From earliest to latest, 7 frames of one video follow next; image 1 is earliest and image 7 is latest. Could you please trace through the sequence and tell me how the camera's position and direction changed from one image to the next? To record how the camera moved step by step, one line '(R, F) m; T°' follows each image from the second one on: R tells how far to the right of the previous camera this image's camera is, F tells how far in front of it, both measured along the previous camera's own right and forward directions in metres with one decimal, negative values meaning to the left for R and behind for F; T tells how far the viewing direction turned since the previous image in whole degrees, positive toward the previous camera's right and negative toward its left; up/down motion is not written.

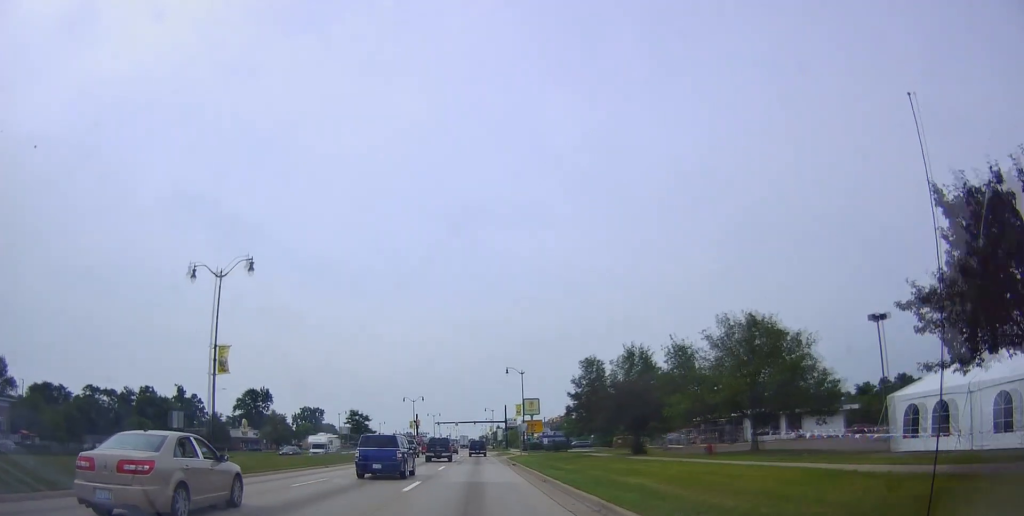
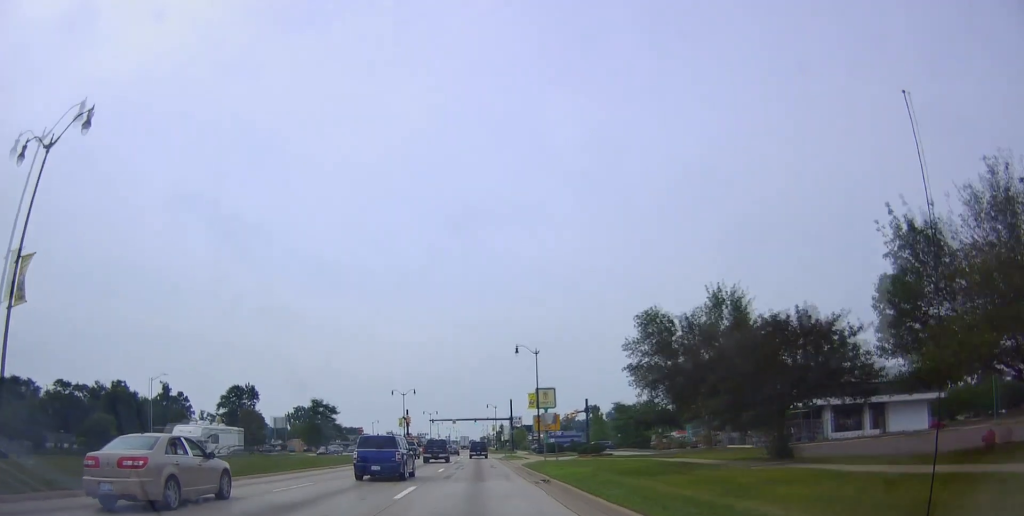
(+0.3, +17.1) m; 0°
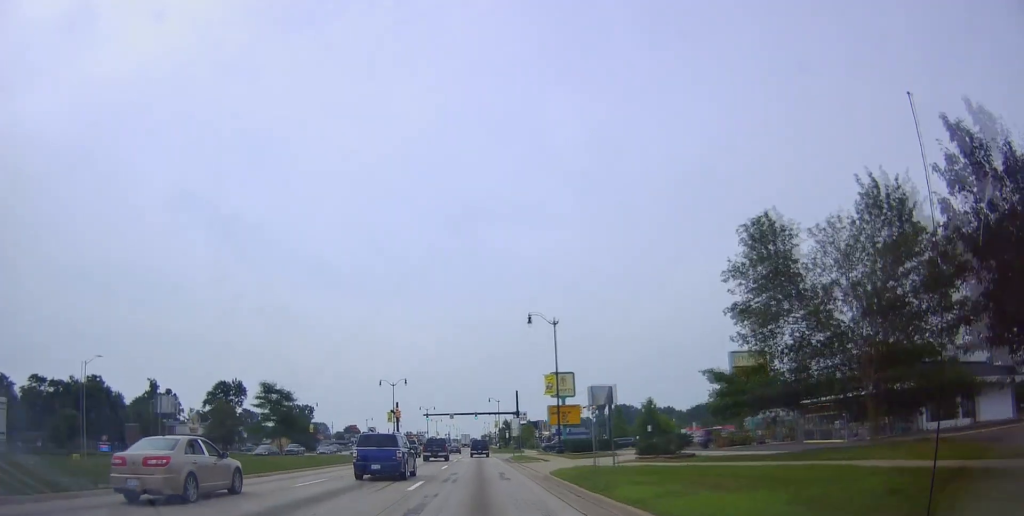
(-0.1, +13.3) m; -1°
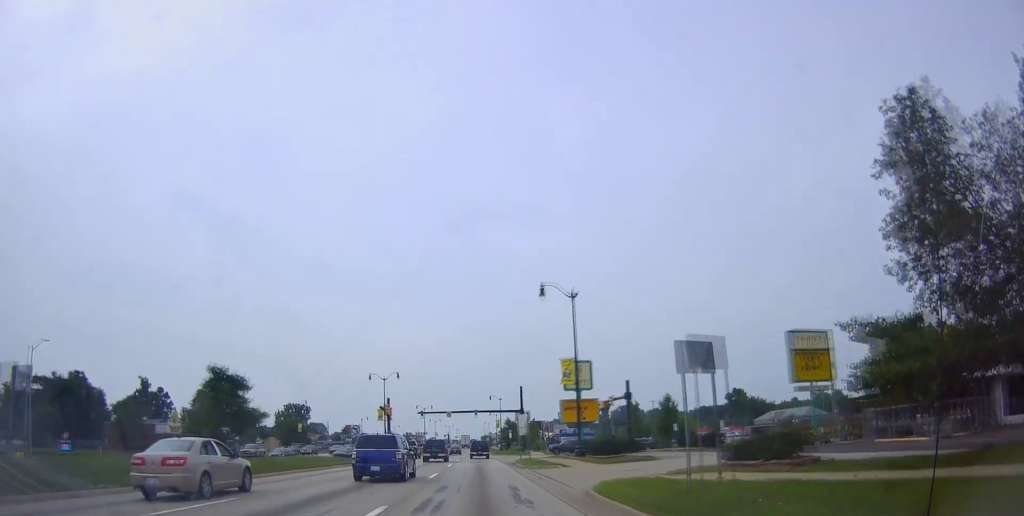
(-0.2, +8.5) m; 0°
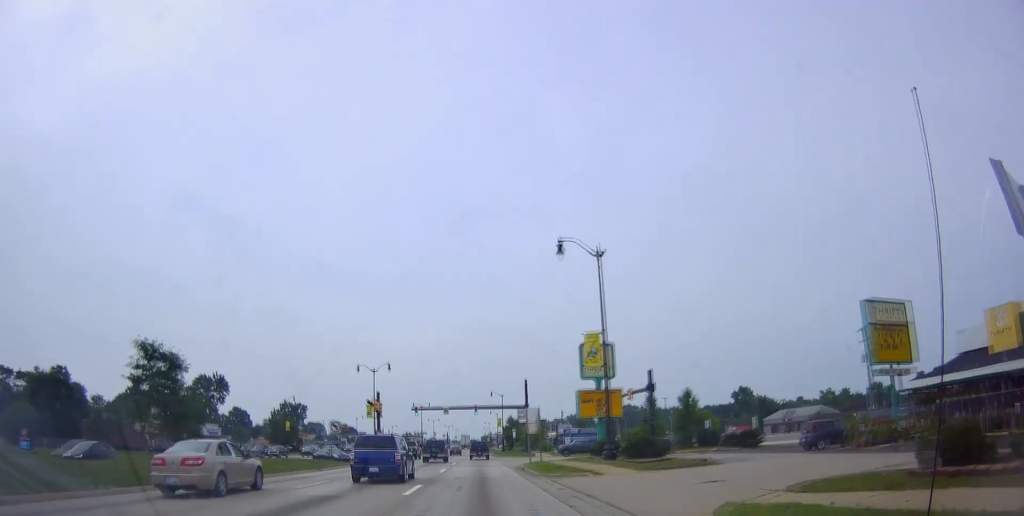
(0.0, +7.9) m; 0°
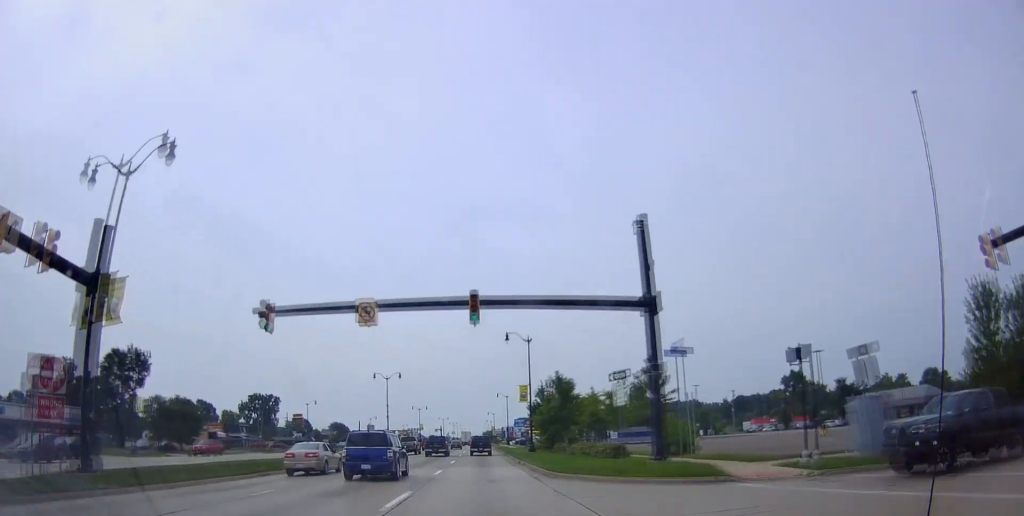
(-0.4, +53.5) m; -1°
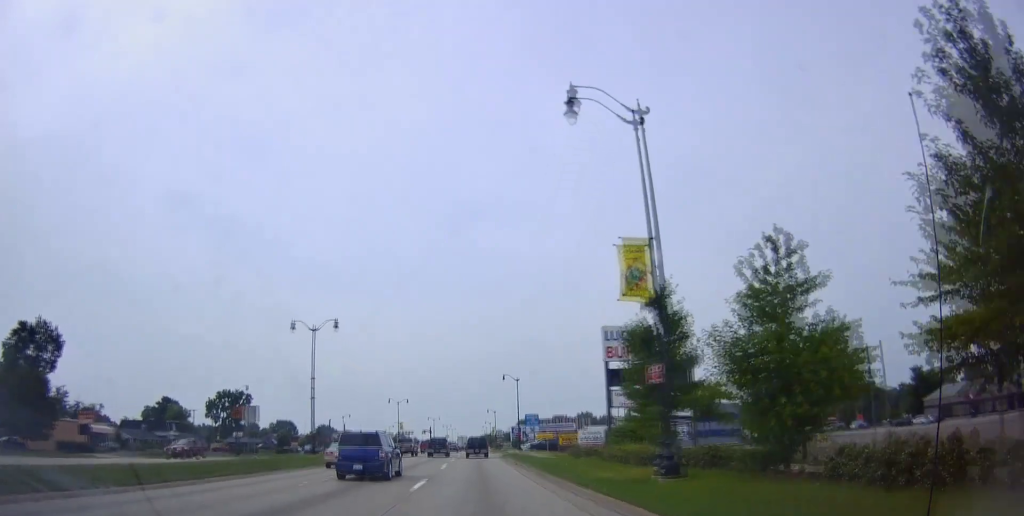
(+0.2, +38.1) m; +2°
